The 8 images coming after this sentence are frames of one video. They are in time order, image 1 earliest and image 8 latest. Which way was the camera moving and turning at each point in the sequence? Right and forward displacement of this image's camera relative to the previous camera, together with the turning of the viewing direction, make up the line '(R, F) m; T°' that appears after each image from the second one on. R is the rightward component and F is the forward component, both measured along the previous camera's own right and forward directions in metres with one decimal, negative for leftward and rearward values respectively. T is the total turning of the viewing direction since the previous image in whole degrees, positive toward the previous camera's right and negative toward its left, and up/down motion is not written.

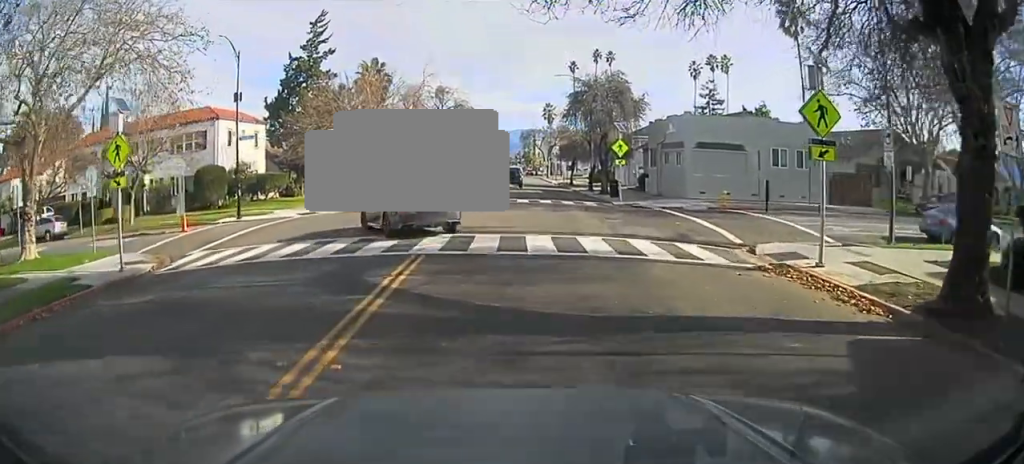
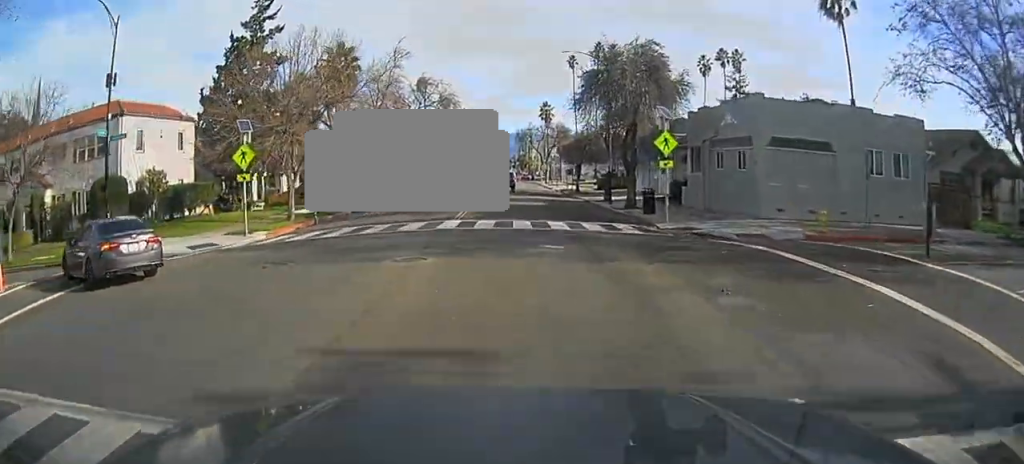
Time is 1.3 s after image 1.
(+0.4, +11.7) m; +2°
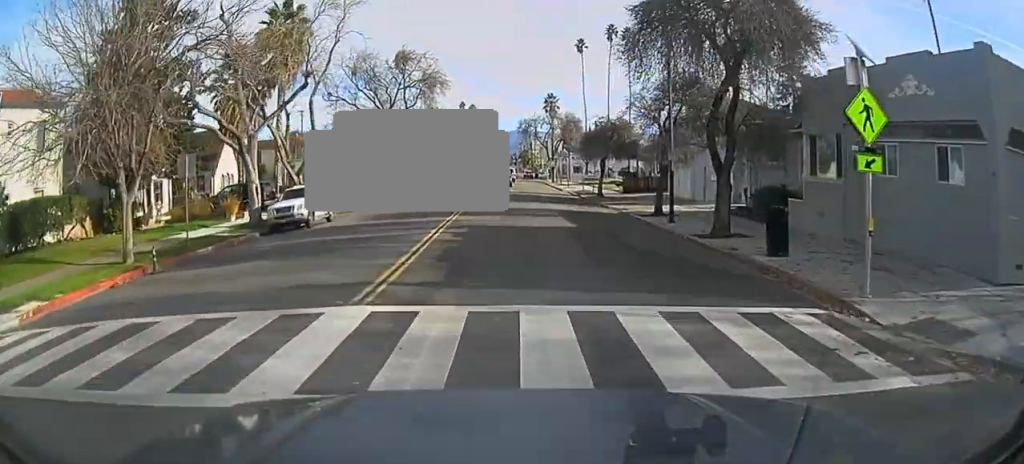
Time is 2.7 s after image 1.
(0.0, +12.4) m; +2°
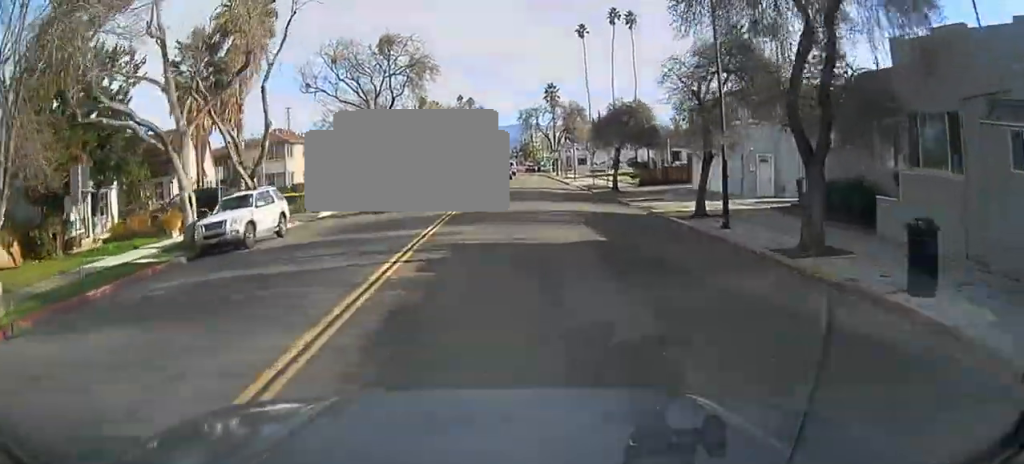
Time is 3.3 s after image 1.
(+0.1, +5.2) m; +1°
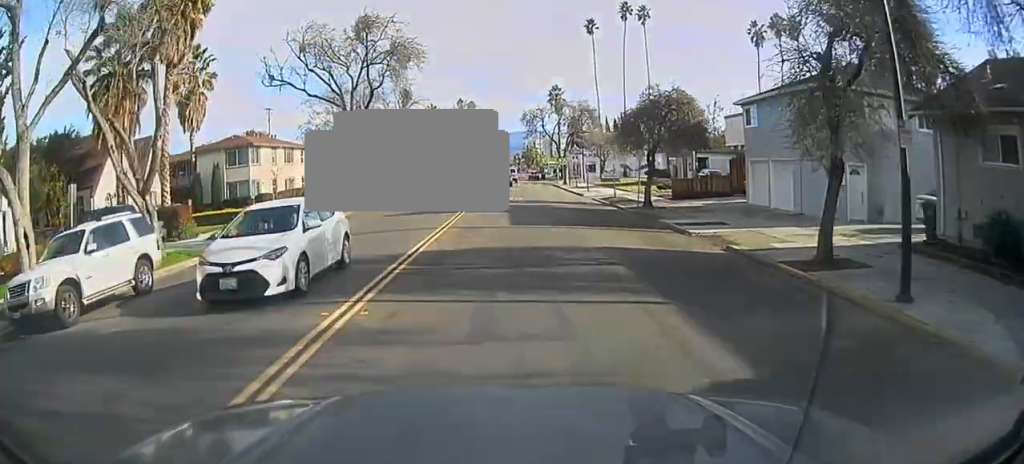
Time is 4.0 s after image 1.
(+0.2, +7.5) m; 0°
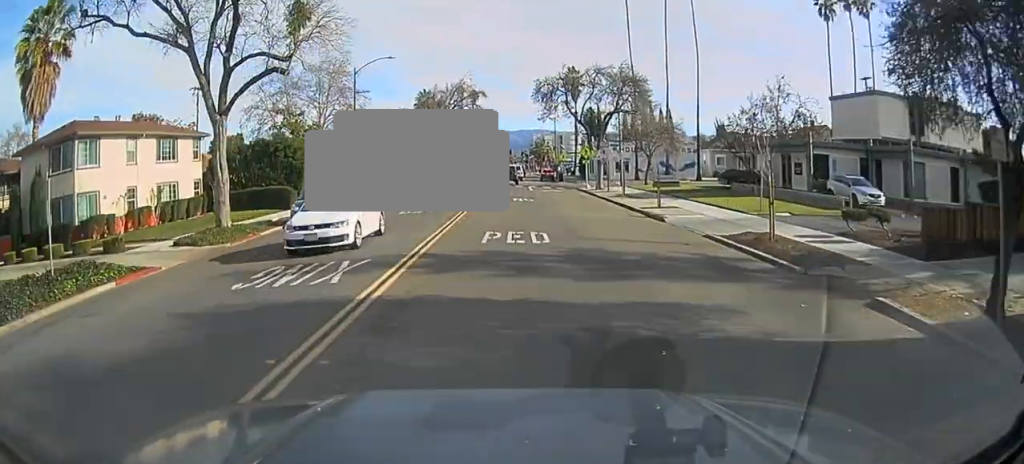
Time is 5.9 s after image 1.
(-0.5, +20.6) m; -2°
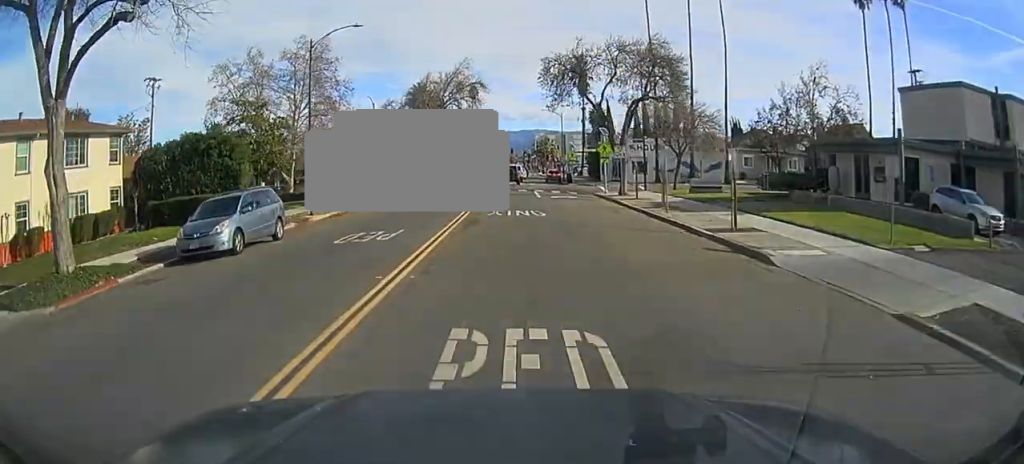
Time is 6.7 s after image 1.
(0.0, +10.1) m; 0°
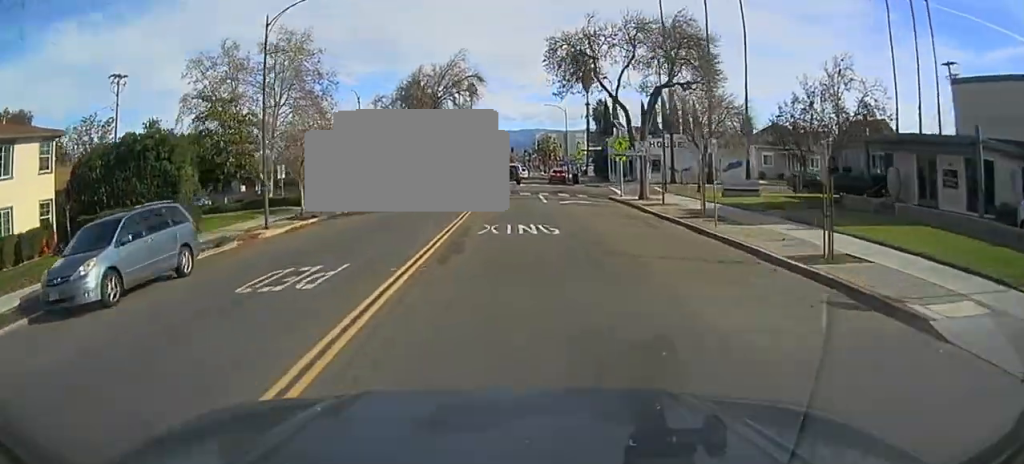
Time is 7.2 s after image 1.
(0.0, +6.9) m; 0°
